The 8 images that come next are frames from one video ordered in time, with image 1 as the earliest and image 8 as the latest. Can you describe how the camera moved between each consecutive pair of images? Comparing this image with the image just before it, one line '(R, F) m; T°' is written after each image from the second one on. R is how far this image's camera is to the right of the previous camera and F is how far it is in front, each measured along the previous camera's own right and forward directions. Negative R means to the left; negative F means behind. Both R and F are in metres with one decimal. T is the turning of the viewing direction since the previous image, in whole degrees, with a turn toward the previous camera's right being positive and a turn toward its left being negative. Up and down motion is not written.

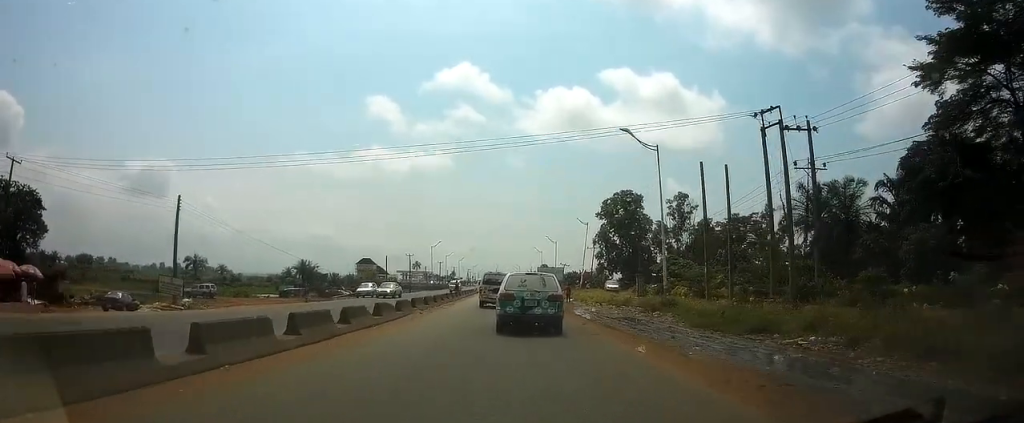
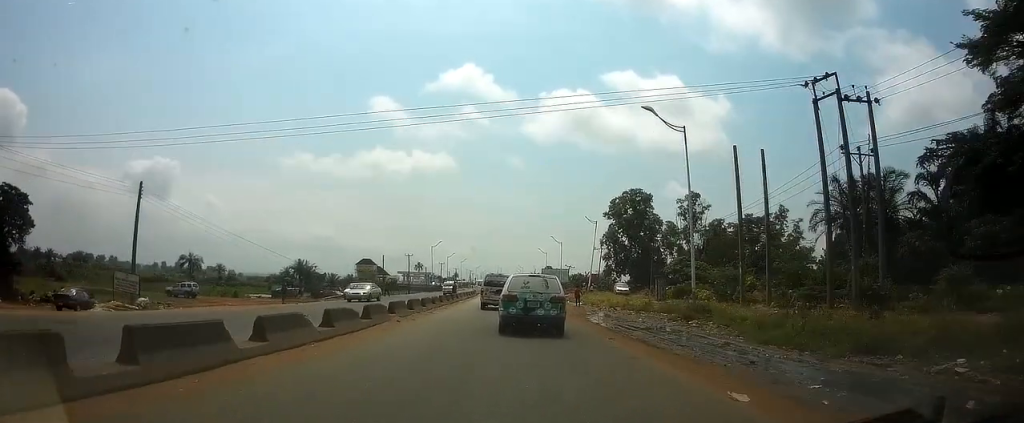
(0.0, +5.3) m; 0°
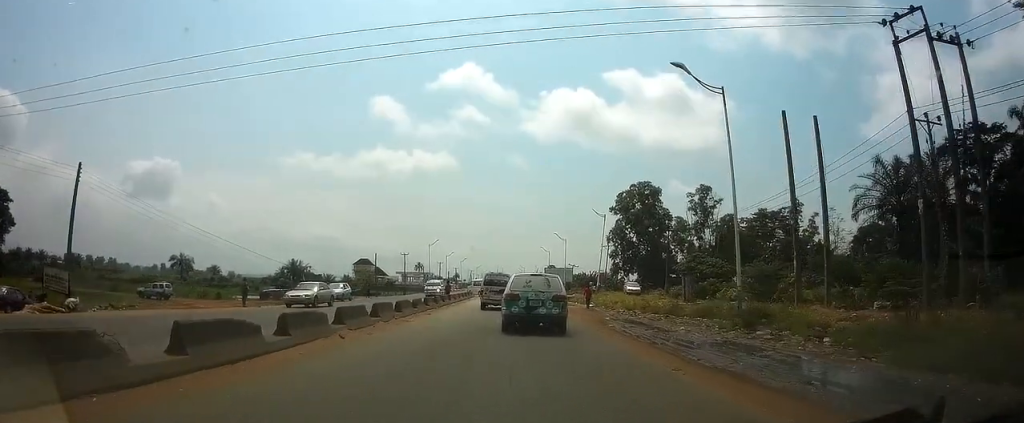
(0.0, +6.2) m; 0°
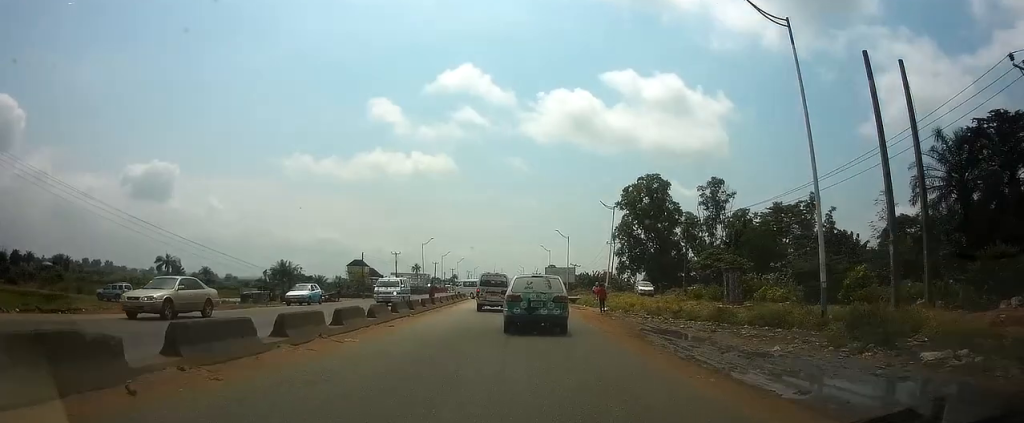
(0.0, +7.0) m; 0°
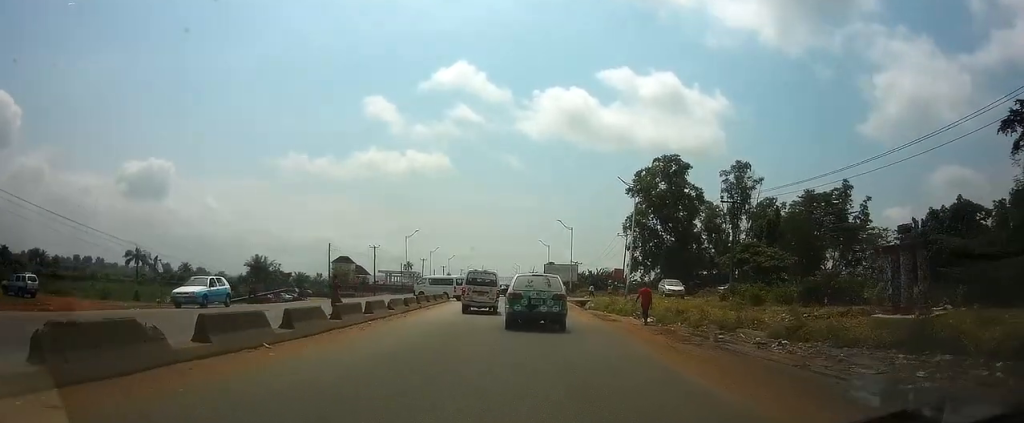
(+0.1, +13.6) m; +1°
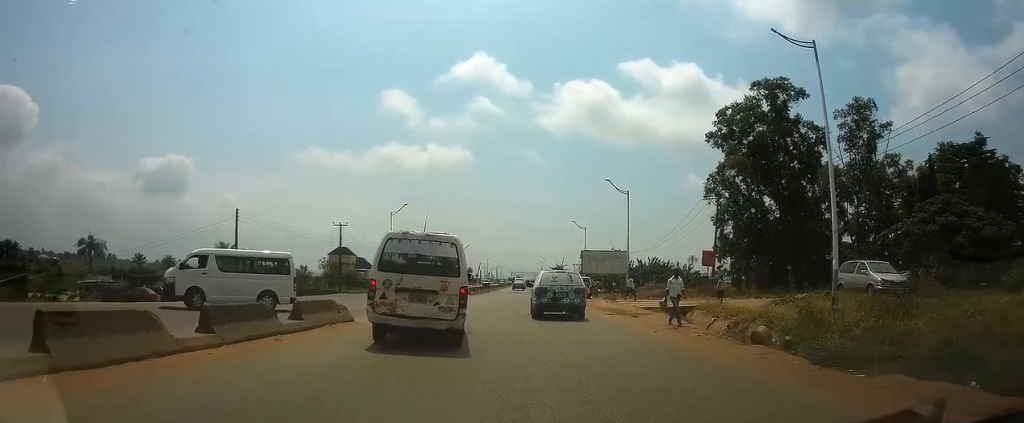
(-0.3, +28.6) m; -2°
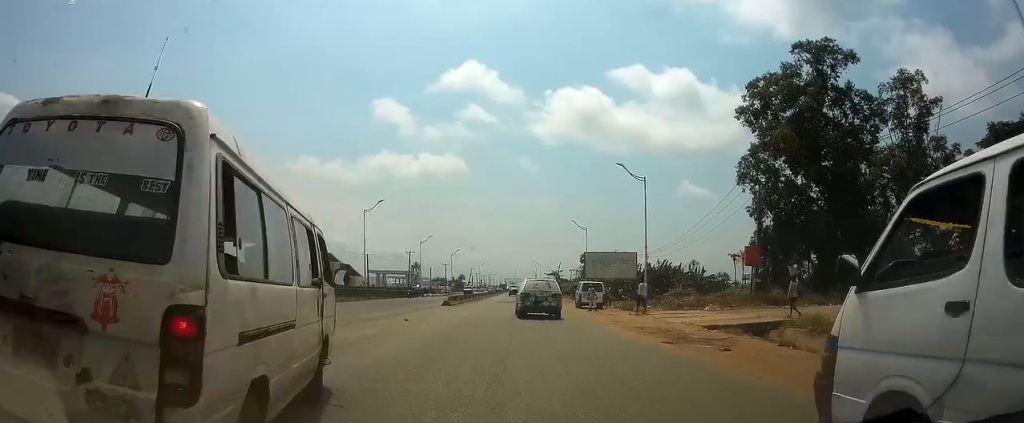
(-0.1, +10.7) m; -2°
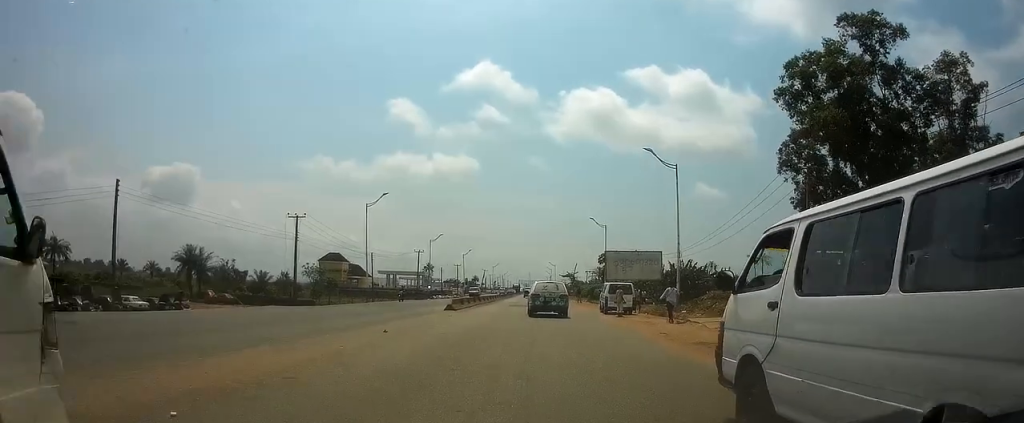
(0.0, +5.3) m; -2°
